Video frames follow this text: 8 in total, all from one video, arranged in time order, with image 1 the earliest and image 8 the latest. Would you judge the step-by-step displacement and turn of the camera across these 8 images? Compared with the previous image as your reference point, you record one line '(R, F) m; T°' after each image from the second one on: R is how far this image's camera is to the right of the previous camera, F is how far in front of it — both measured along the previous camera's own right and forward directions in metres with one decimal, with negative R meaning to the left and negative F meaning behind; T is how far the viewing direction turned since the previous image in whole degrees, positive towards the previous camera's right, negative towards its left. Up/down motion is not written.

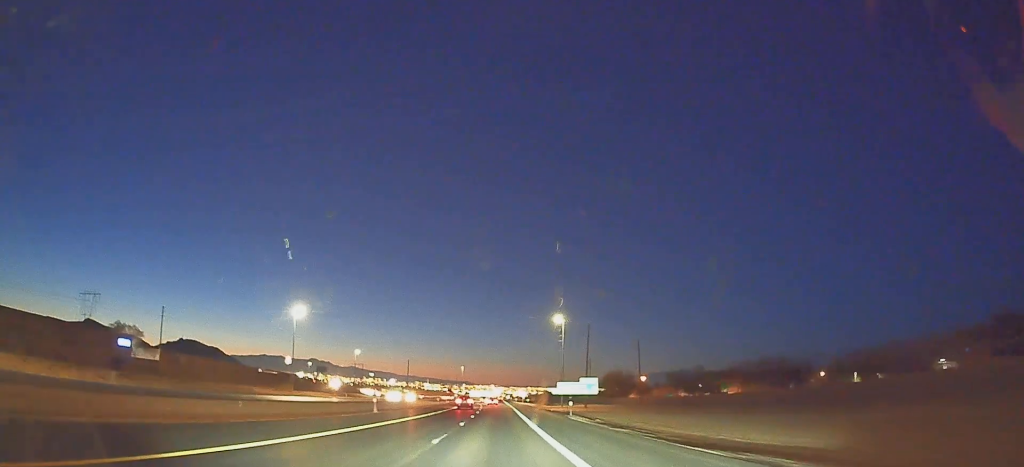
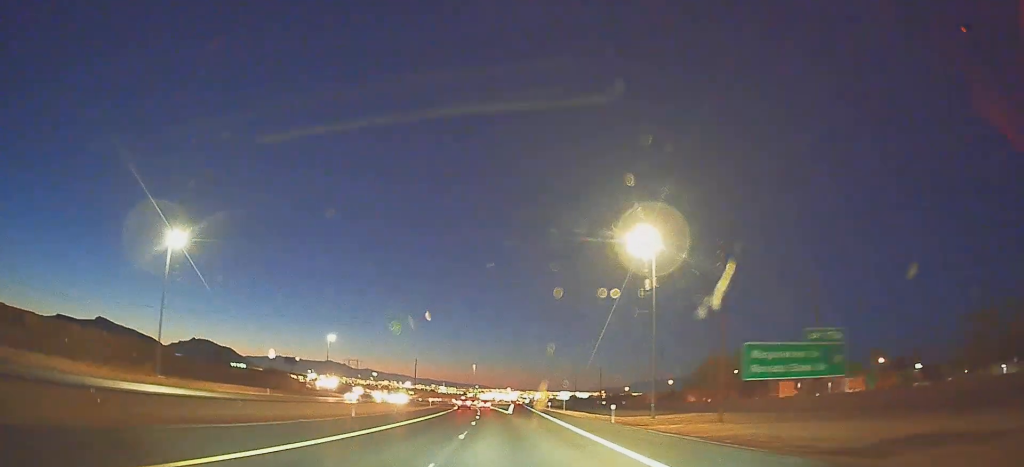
(+0.1, +72.9) m; -1°
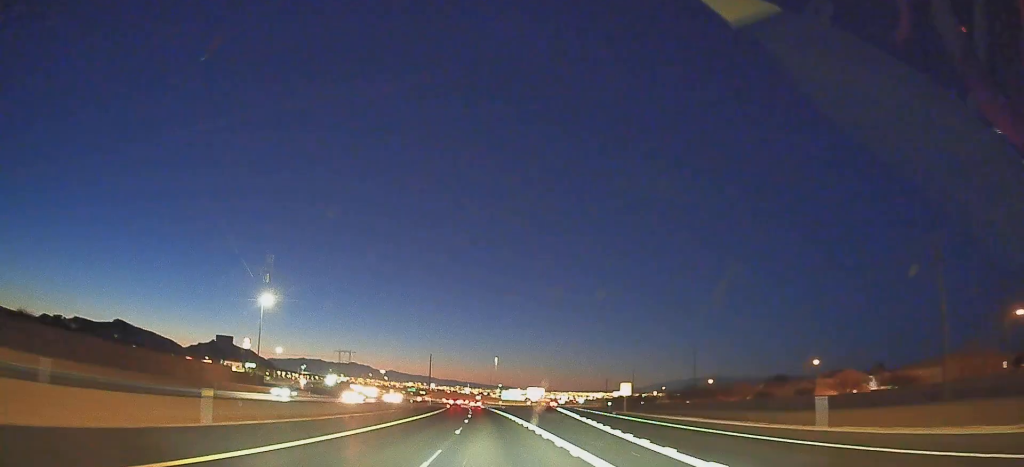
(-2.0, +86.3) m; -4°
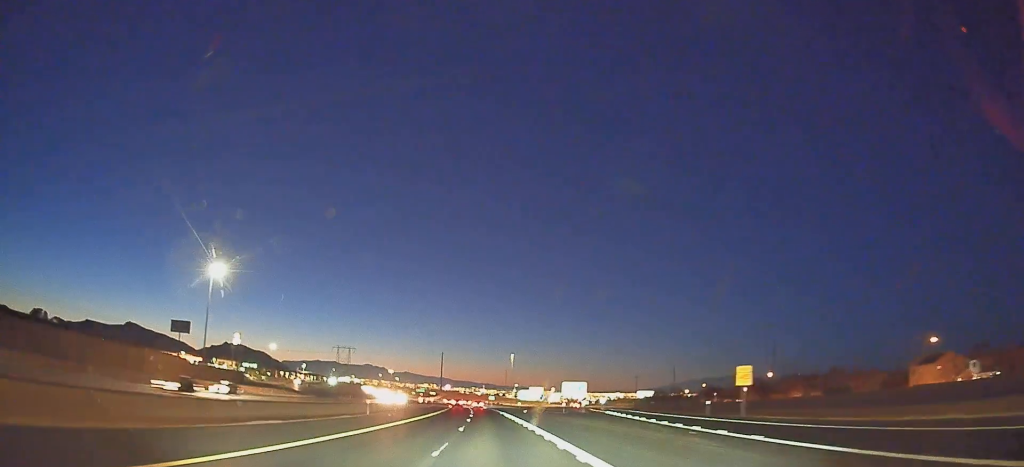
(-0.5, +35.1) m; -2°
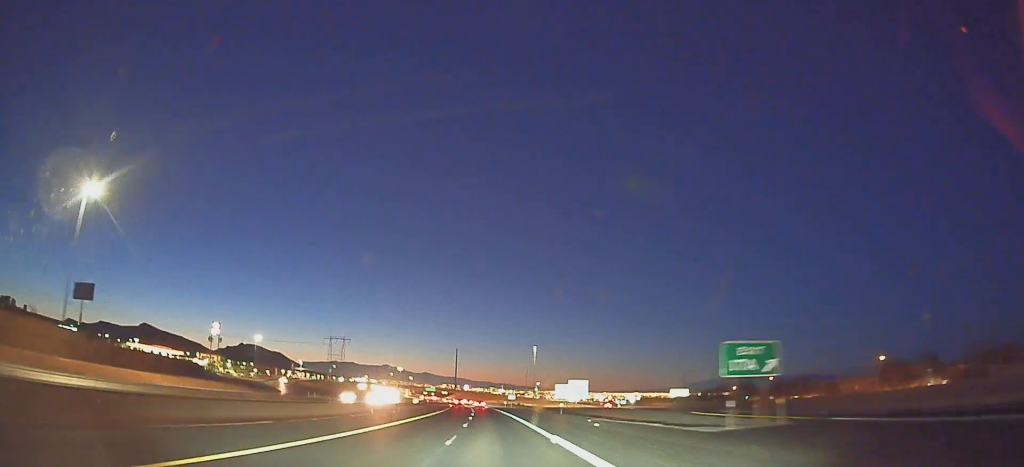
(-1.1, +46.3) m; -2°
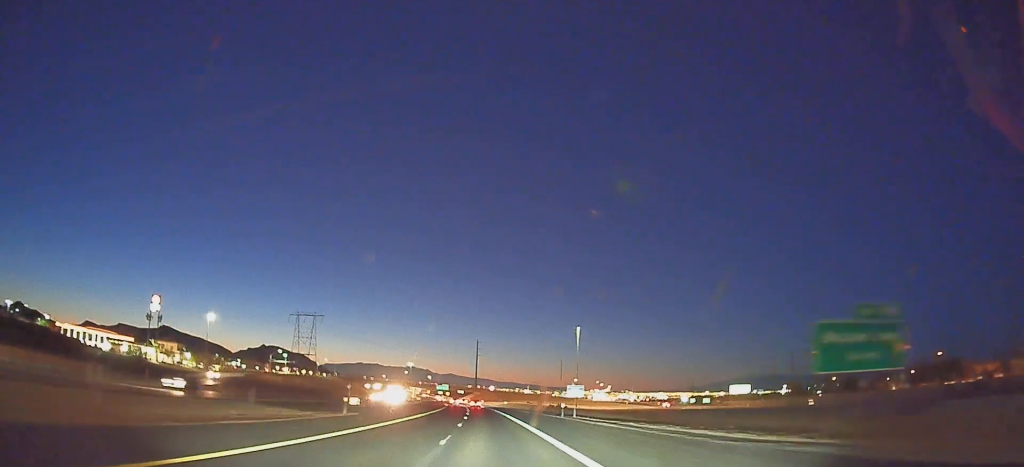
(-1.8, +73.8) m; -3°
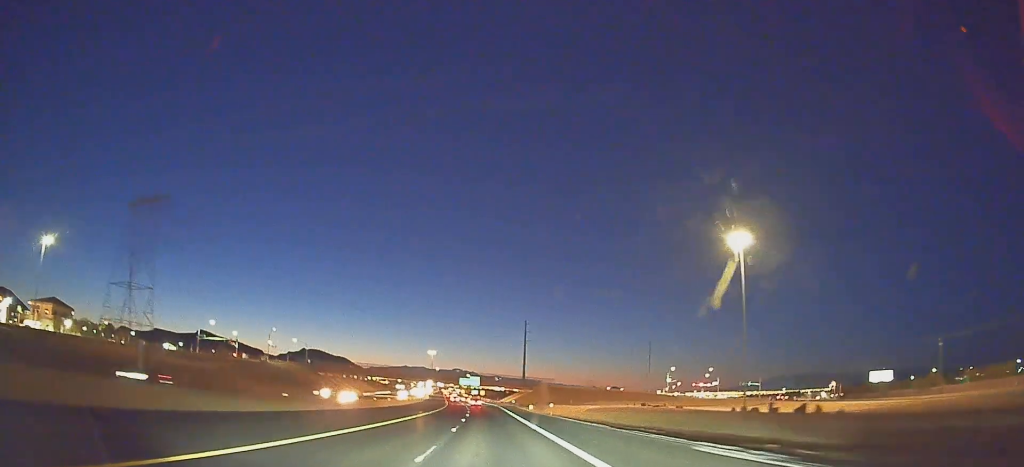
(-4.7, +114.8) m; -4°
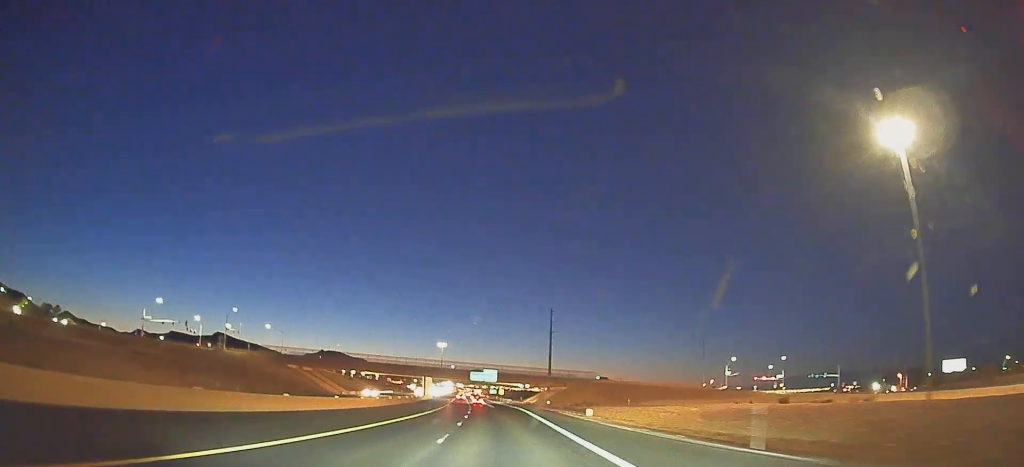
(-0.6, +43.5) m; -1°
